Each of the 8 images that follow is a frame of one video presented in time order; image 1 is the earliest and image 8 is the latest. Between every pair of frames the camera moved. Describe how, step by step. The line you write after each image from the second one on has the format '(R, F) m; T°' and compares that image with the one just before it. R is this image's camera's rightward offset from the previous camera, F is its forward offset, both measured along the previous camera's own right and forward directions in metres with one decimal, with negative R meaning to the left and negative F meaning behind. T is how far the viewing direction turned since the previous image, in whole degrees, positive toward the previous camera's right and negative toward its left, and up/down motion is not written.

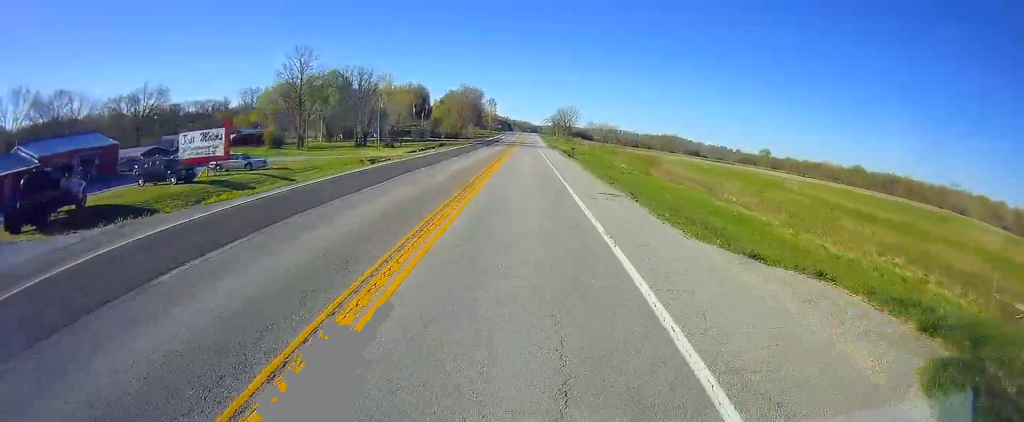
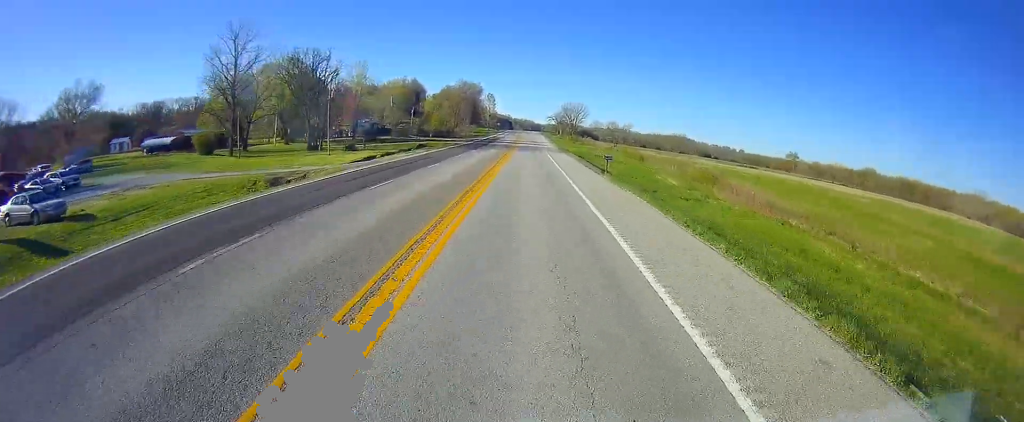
(-0.1, +23.9) m; -1°
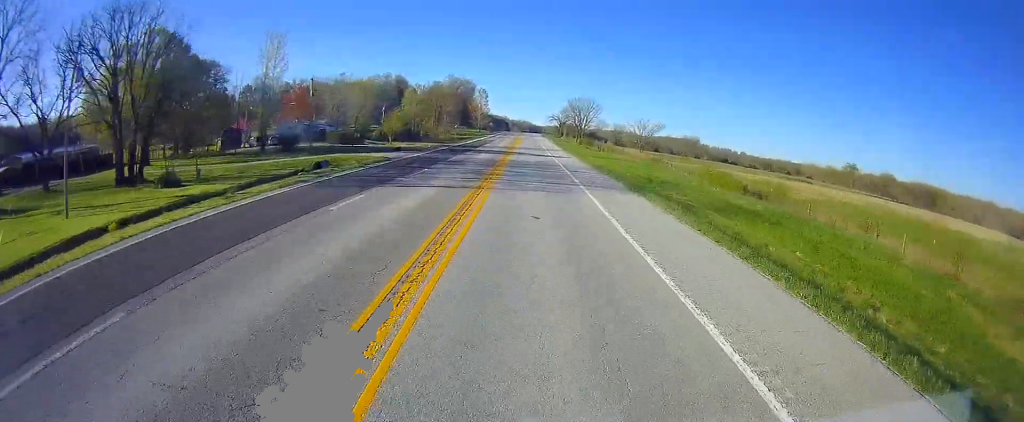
(-0.6, +41.7) m; 0°
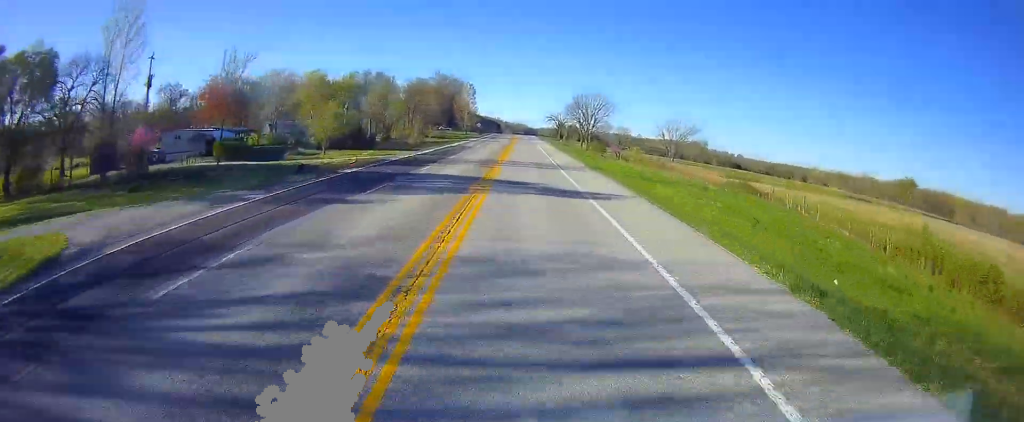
(+0.6, +32.3) m; +1°
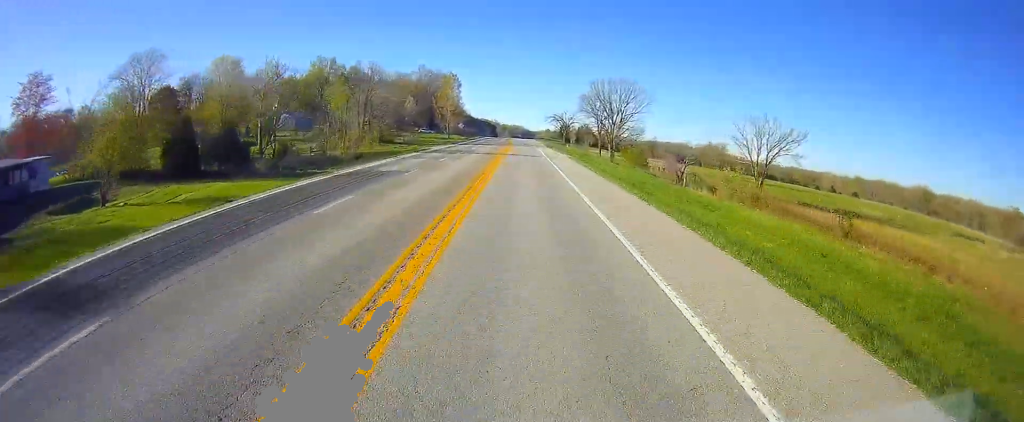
(0.0, +40.6) m; -1°
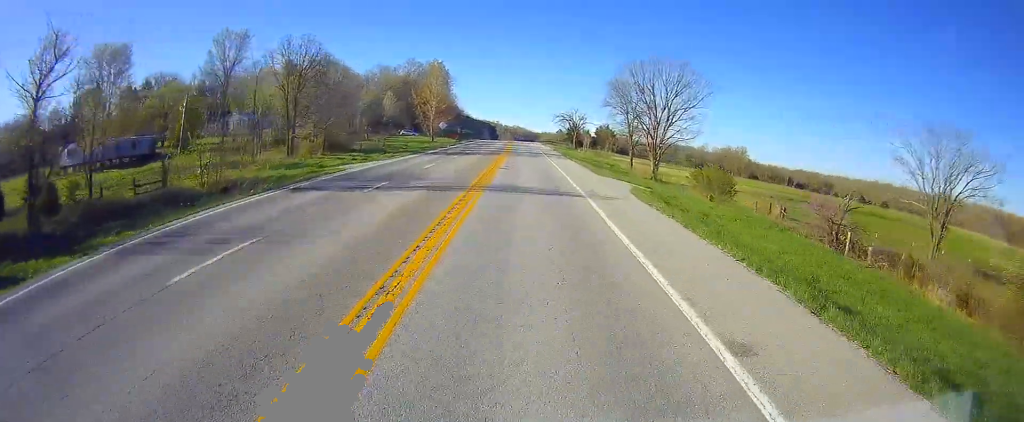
(-0.6, +31.1) m; 0°
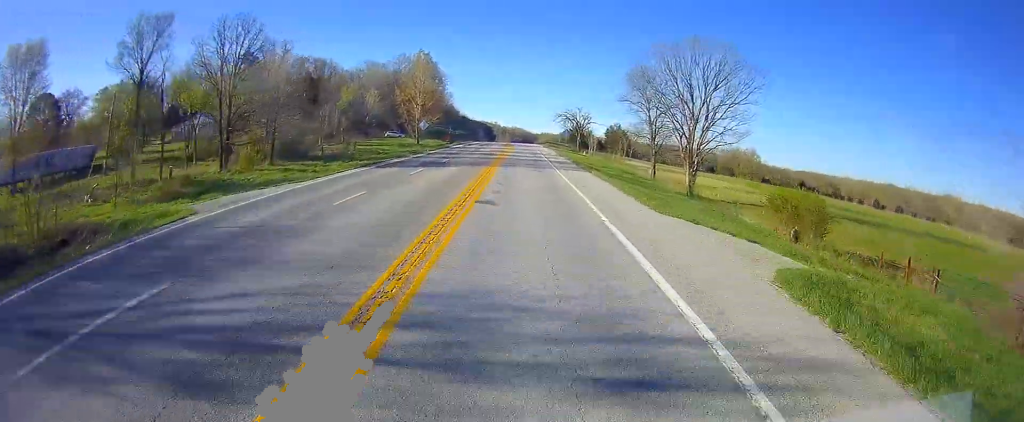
(+0.4, +15.5) m; 0°
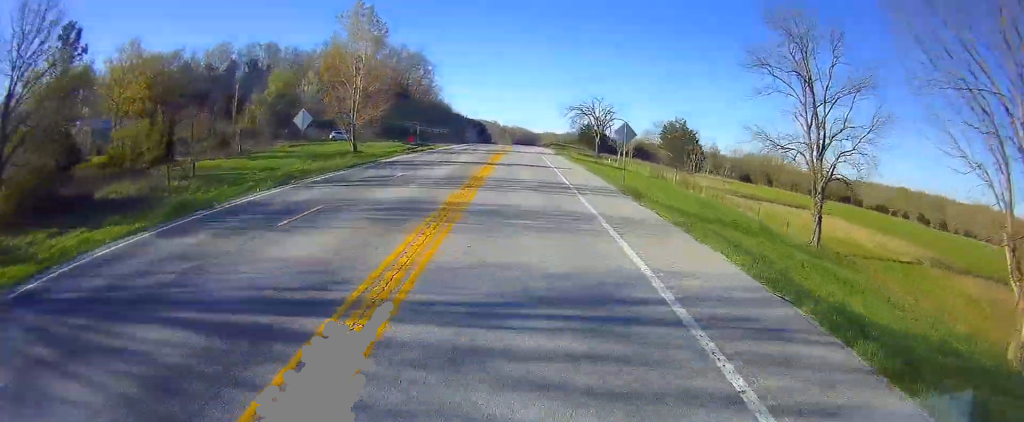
(-0.4, +40.3) m; 0°
